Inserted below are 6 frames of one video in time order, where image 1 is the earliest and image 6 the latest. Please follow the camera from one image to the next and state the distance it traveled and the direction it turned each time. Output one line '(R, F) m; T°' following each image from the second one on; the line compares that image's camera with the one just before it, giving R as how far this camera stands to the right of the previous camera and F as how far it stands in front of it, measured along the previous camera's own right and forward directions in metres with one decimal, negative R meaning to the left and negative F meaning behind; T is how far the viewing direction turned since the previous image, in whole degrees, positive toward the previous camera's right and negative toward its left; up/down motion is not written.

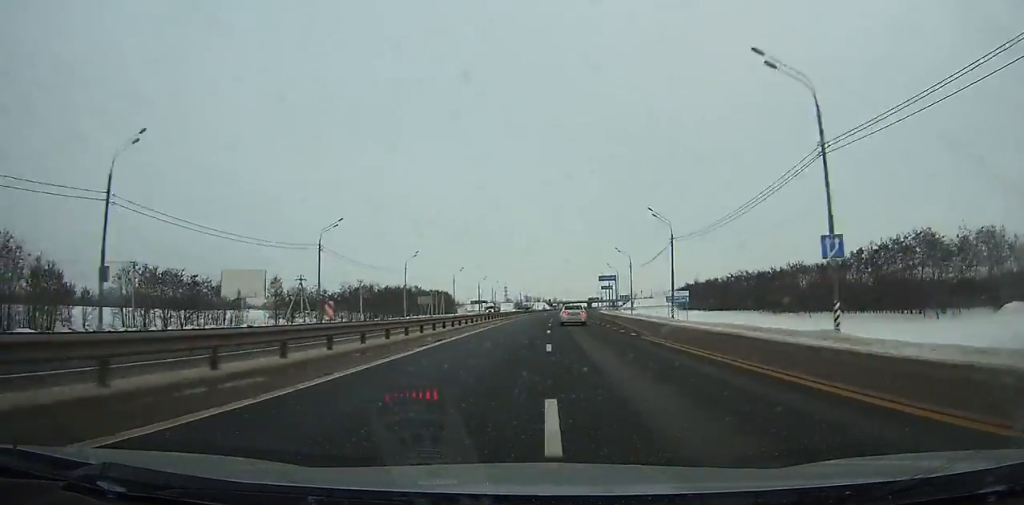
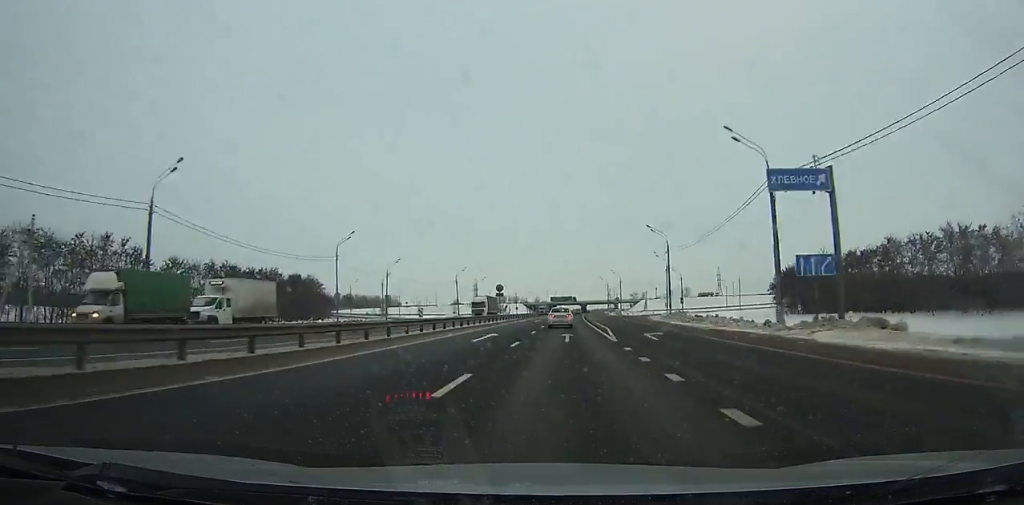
(+3.0, +135.4) m; +2°
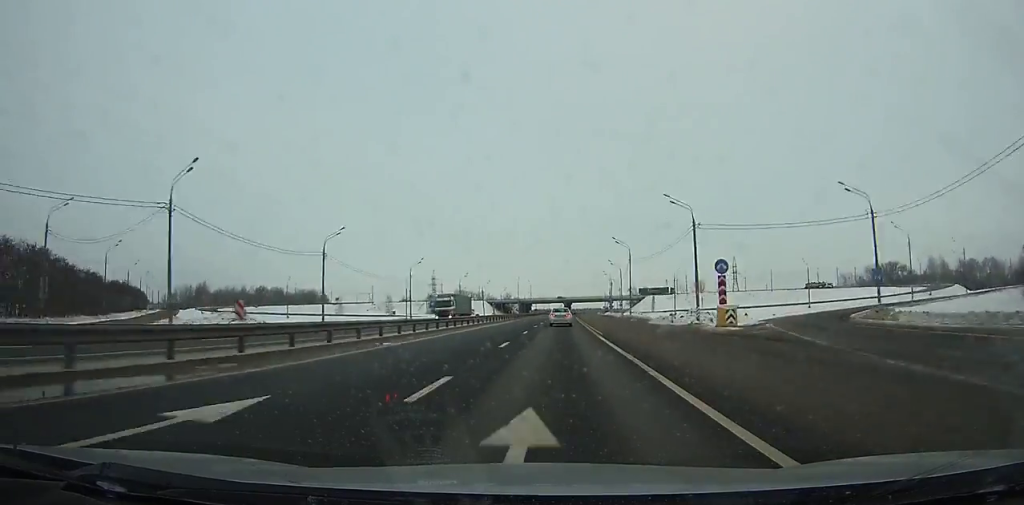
(+1.5, +94.5) m; +2°
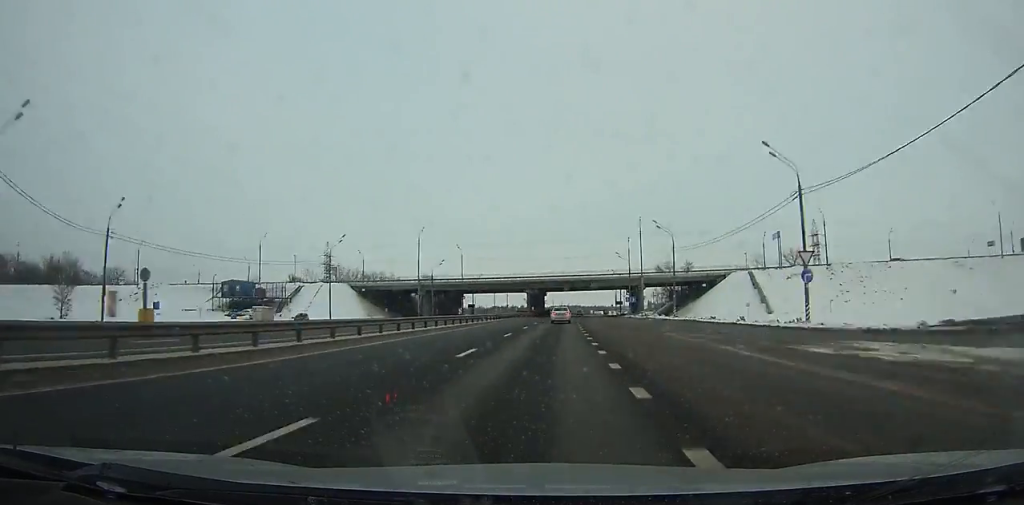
(+3.4, +155.3) m; +2°
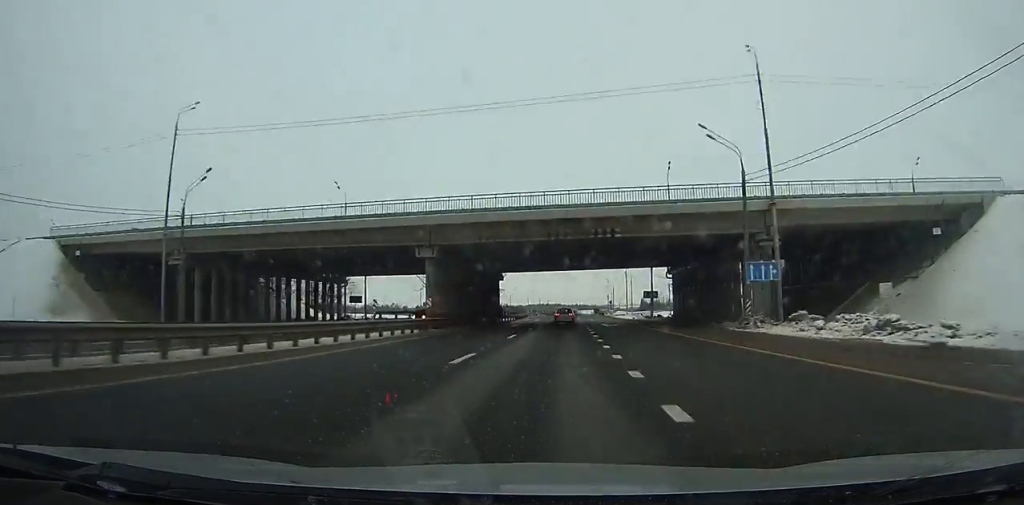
(+0.5, +72.1) m; +1°
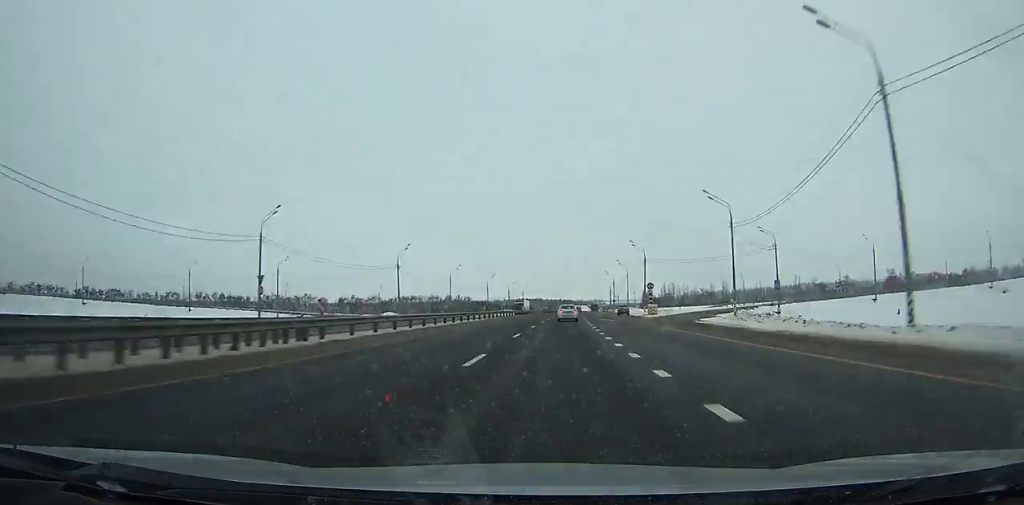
(+2.0, +92.2) m; +3°
